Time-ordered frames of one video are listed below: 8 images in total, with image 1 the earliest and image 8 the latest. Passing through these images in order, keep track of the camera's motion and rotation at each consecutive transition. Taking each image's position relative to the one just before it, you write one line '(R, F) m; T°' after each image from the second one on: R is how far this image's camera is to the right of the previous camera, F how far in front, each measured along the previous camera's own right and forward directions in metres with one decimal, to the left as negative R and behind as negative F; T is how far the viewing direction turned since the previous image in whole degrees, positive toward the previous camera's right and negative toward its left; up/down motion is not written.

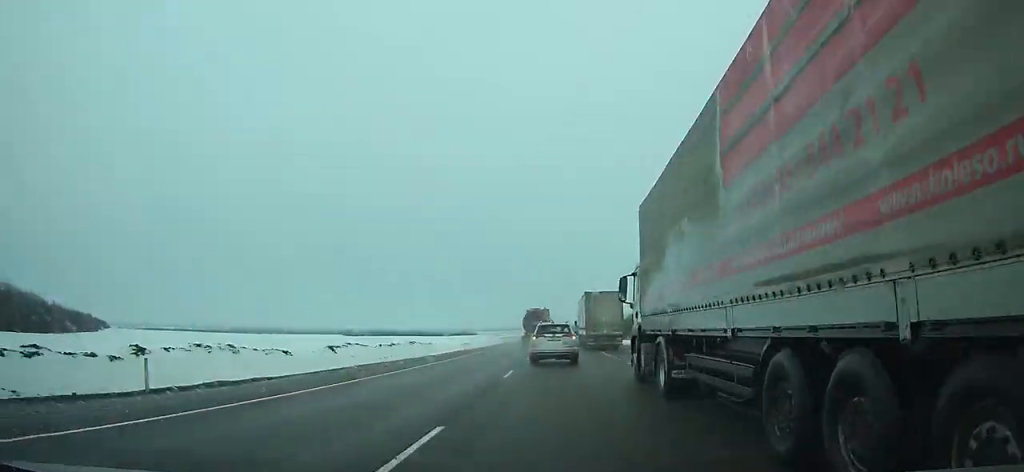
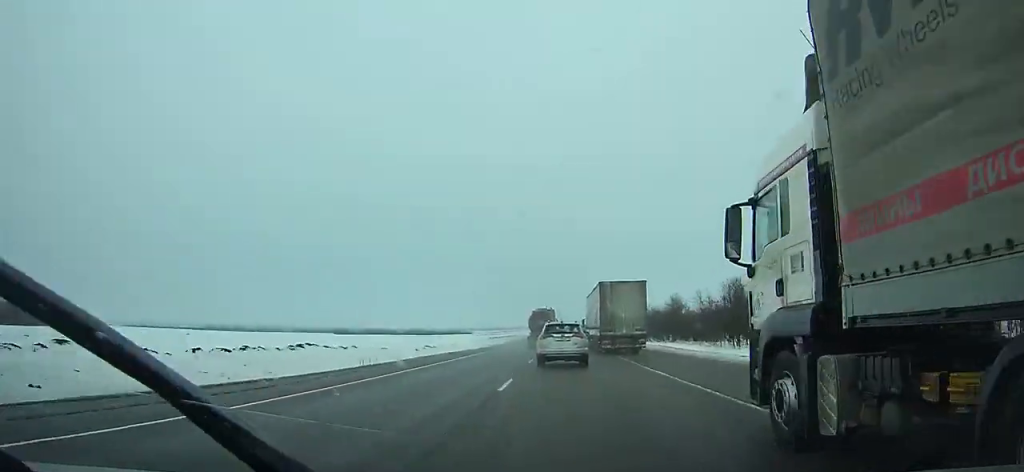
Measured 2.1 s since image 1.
(-9.2, +57.2) m; -3°
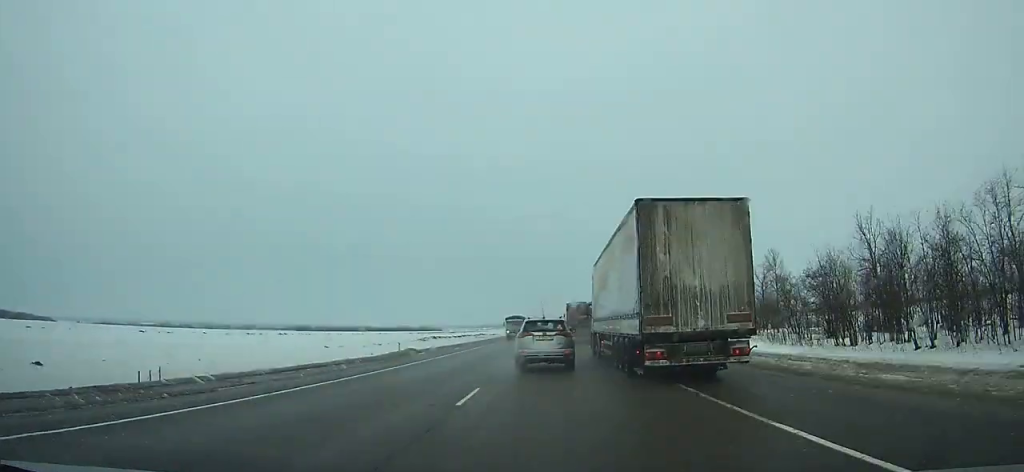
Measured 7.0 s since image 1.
(+19.6, +130.5) m; +10°
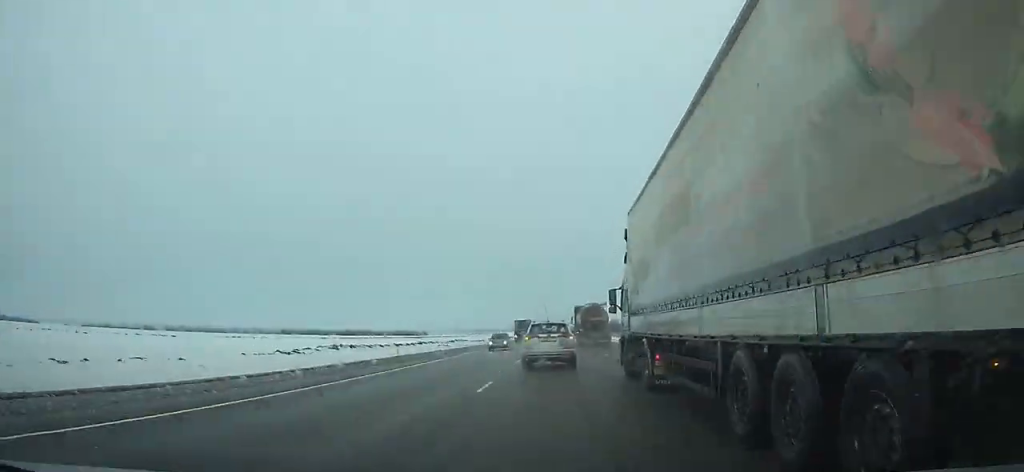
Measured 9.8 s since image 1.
(+0.4, +72.2) m; +1°
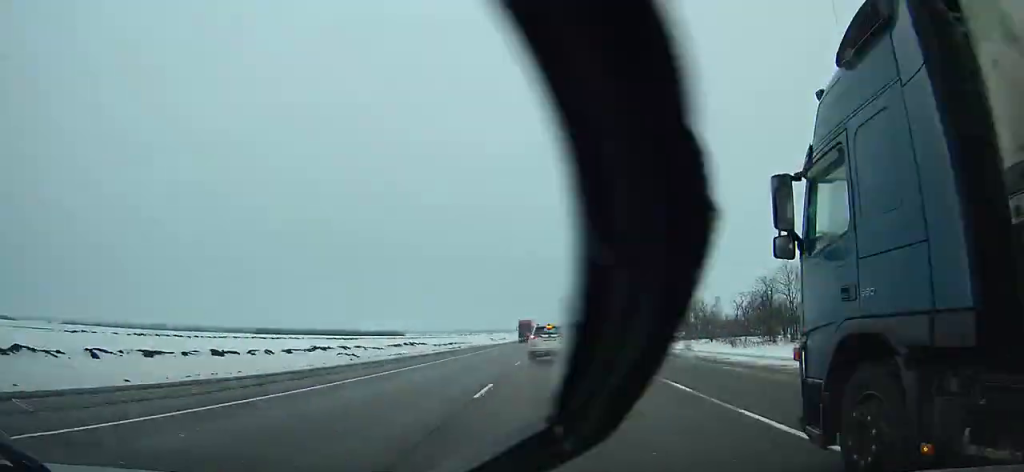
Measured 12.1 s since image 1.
(+0.1, +58.1) m; +1°
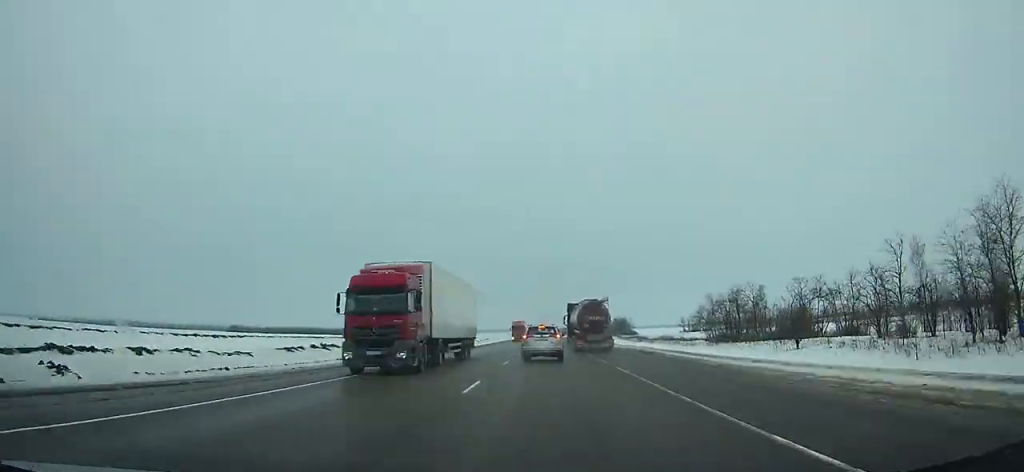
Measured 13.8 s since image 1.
(-0.1, +42.5) m; +1°
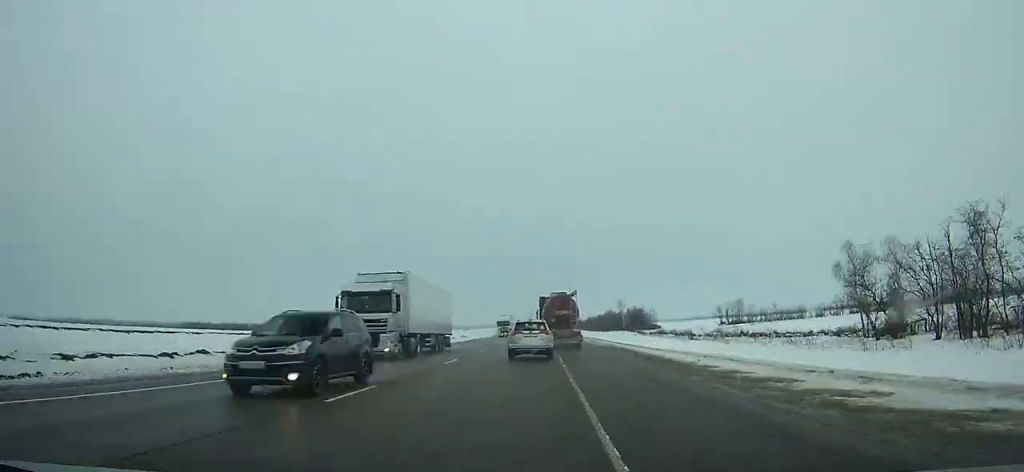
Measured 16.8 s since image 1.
(+1.0, +74.0) m; -1°
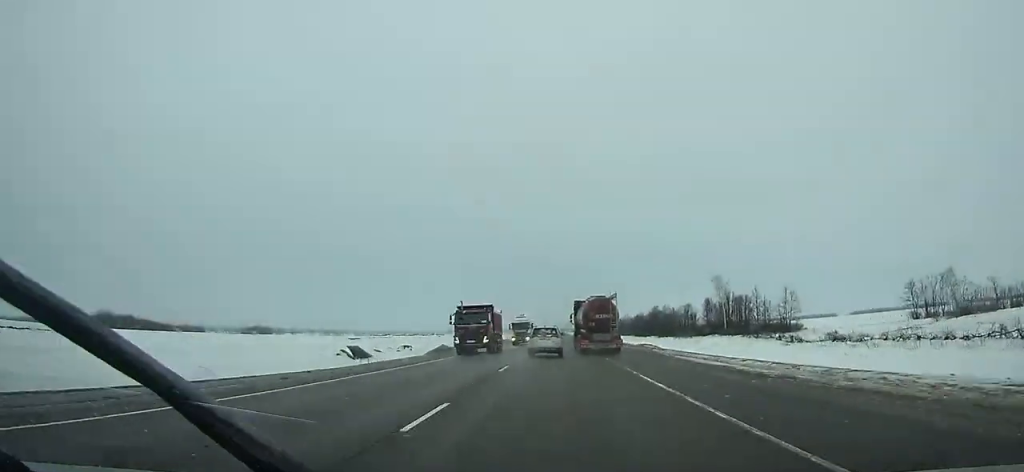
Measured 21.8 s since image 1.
(-2.3, +127.0) m; -1°
